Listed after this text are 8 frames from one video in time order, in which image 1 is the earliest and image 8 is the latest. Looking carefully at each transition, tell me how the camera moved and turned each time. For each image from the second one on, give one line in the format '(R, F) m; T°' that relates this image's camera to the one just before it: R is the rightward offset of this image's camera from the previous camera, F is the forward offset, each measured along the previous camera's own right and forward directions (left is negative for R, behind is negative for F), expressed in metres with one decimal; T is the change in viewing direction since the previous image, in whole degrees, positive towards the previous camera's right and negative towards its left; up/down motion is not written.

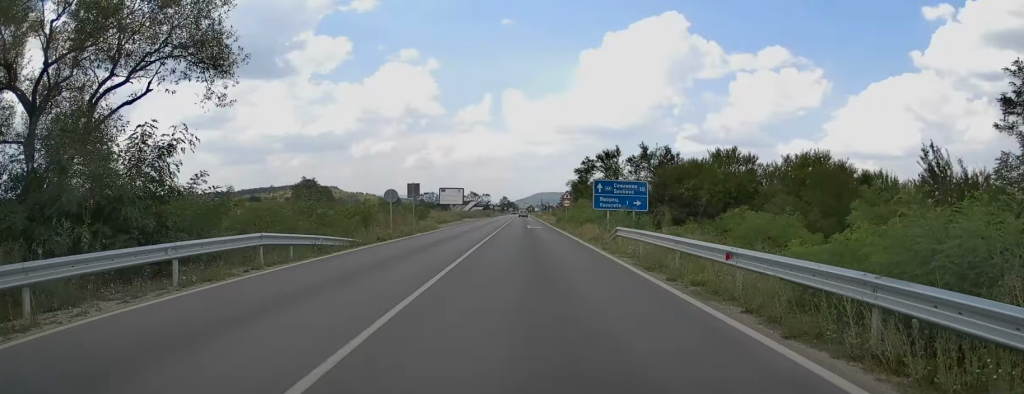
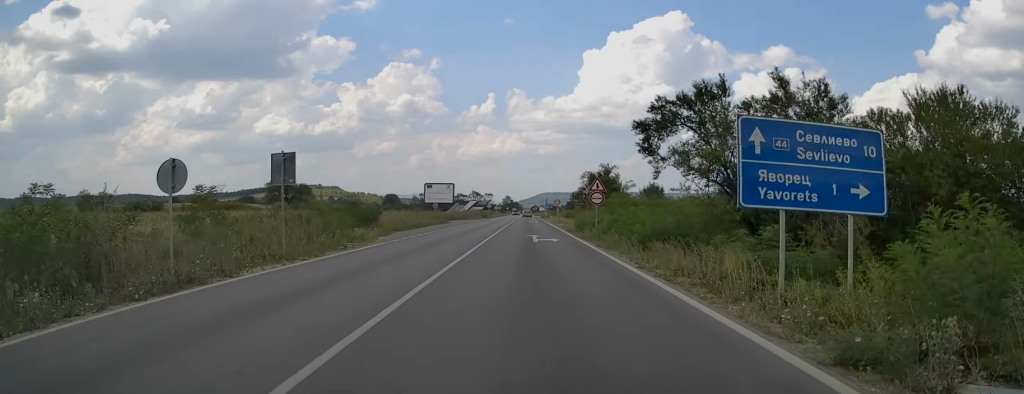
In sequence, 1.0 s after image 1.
(-0.2, +21.1) m; -1°
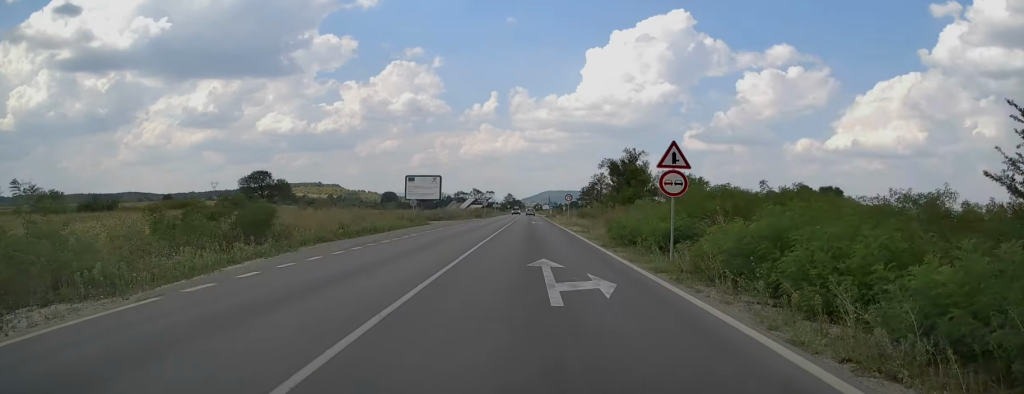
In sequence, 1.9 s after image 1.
(0.0, +16.9) m; 0°
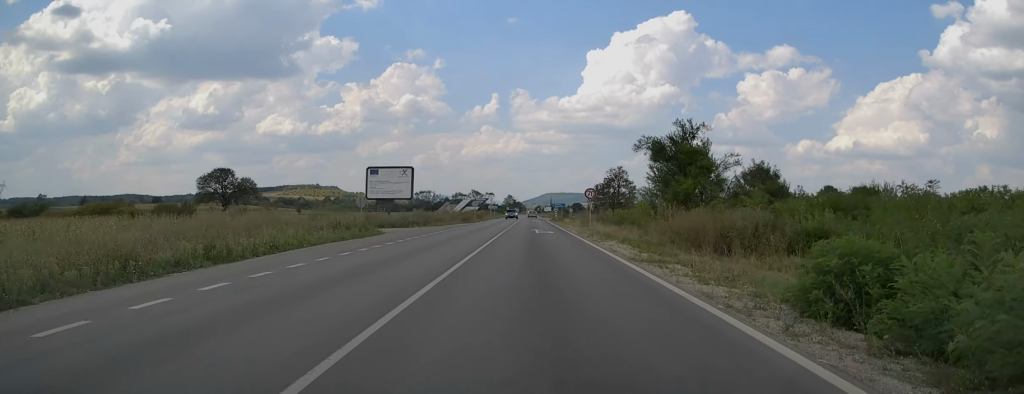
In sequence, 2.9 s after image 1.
(0.0, +19.9) m; 0°
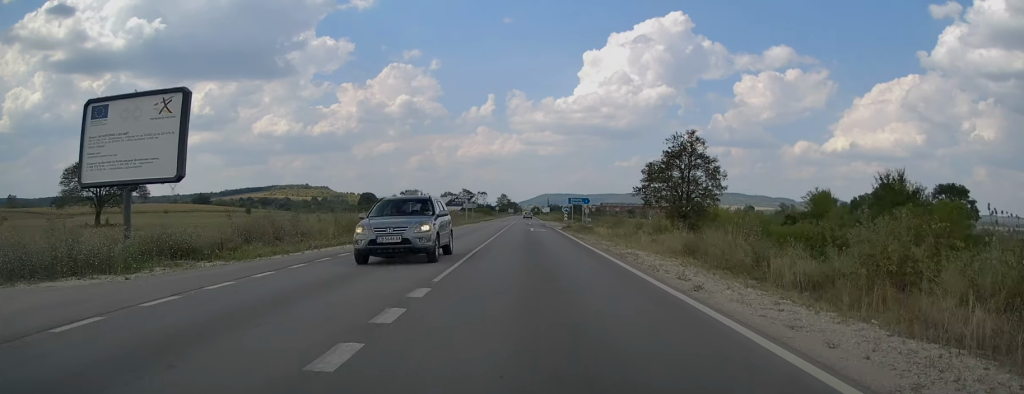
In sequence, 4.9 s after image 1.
(+0.1, +40.1) m; 0°
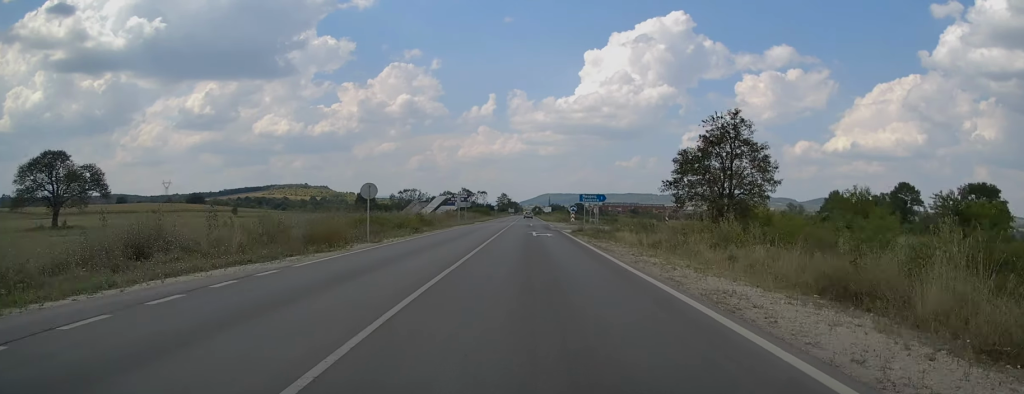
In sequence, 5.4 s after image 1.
(-0.1, +9.9) m; 0°
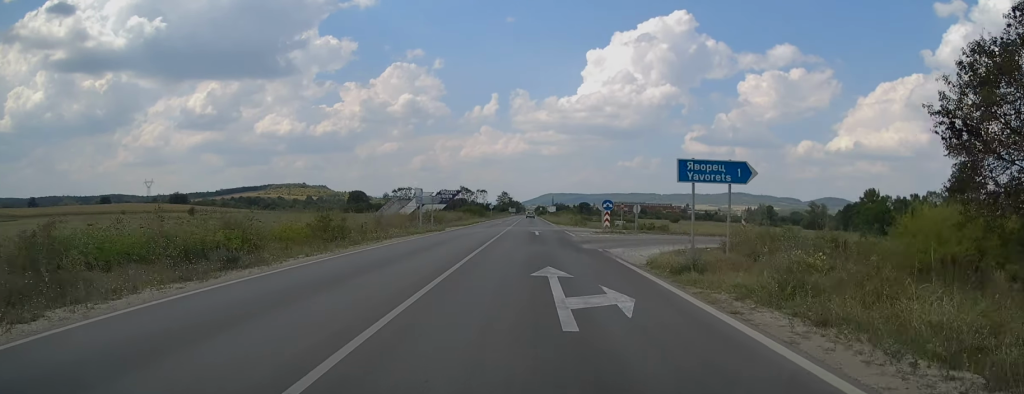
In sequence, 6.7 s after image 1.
(+0.1, +25.8) m; -1°
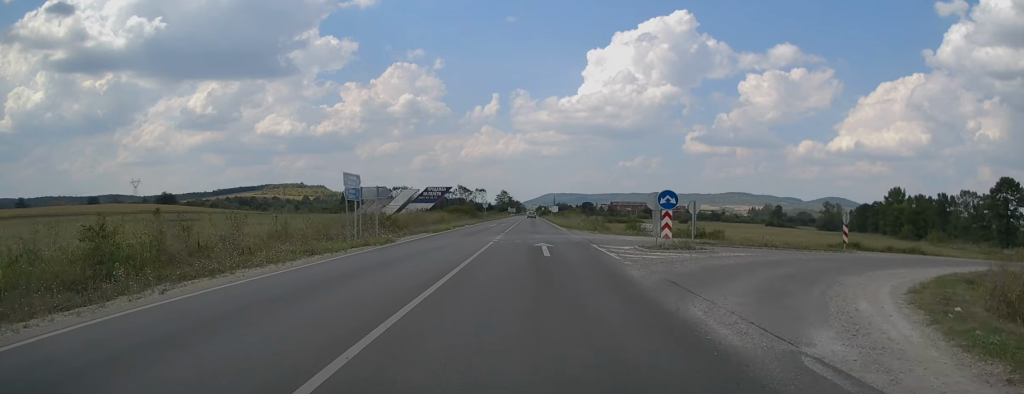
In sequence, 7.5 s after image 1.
(-0.3, +16.1) m; 0°
